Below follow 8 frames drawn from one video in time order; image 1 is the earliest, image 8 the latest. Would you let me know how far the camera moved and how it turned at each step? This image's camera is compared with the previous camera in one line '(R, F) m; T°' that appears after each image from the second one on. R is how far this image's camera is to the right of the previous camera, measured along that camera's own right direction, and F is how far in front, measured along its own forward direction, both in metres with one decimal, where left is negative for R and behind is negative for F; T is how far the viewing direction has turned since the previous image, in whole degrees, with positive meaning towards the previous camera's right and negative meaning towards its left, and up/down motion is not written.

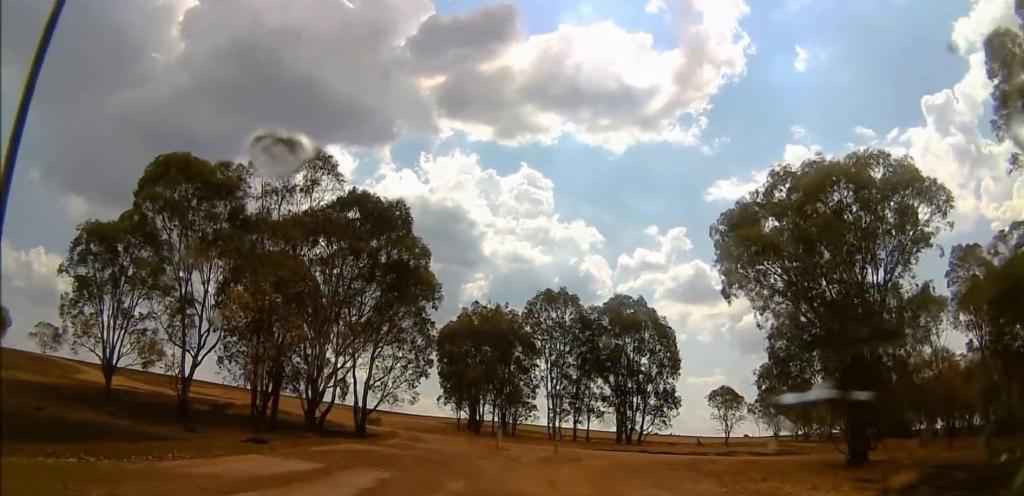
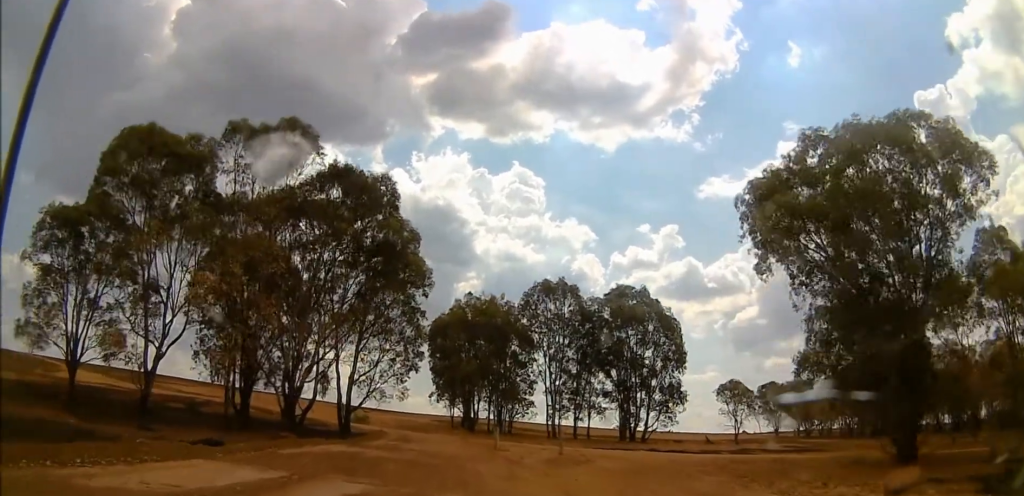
(+0.4, +3.7) m; +5°
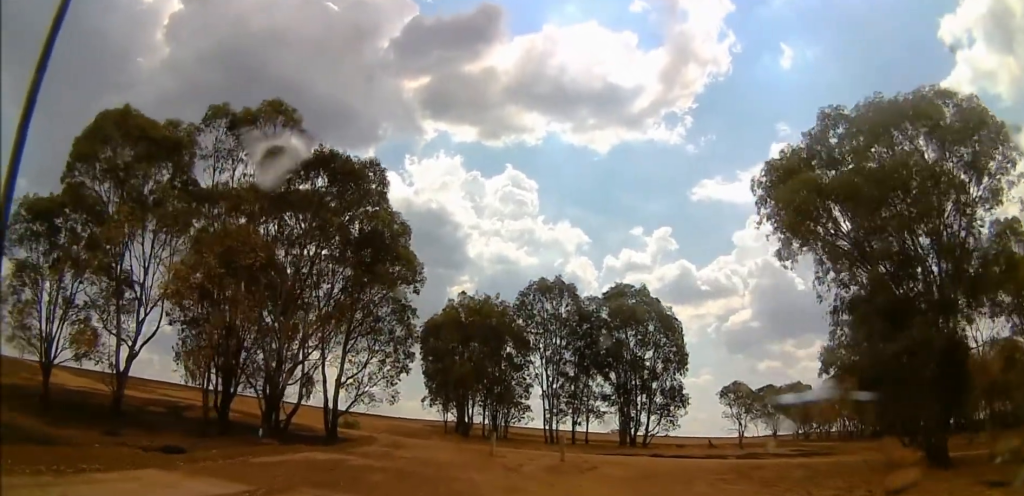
(+0.5, +2.2) m; +1°
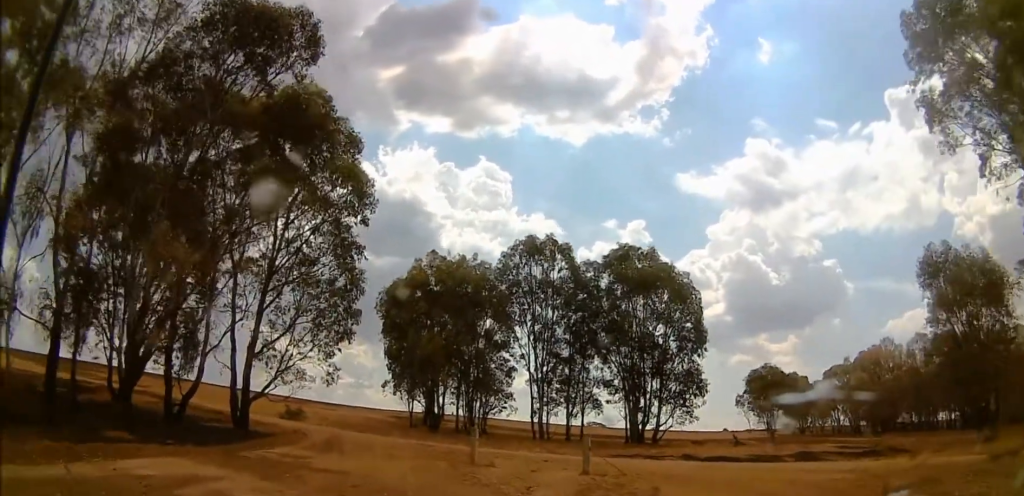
(-2.1, +10.4) m; +3°
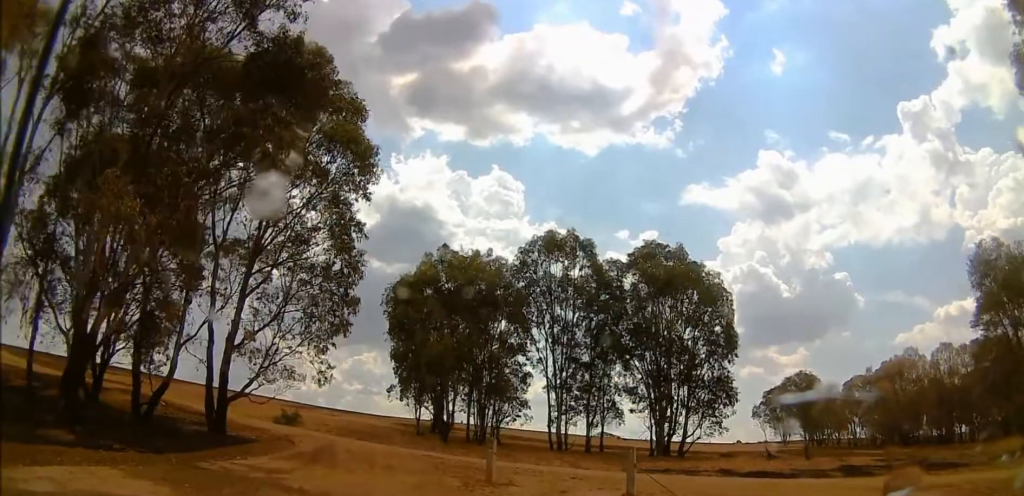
(+0.9, +2.5) m; +2°
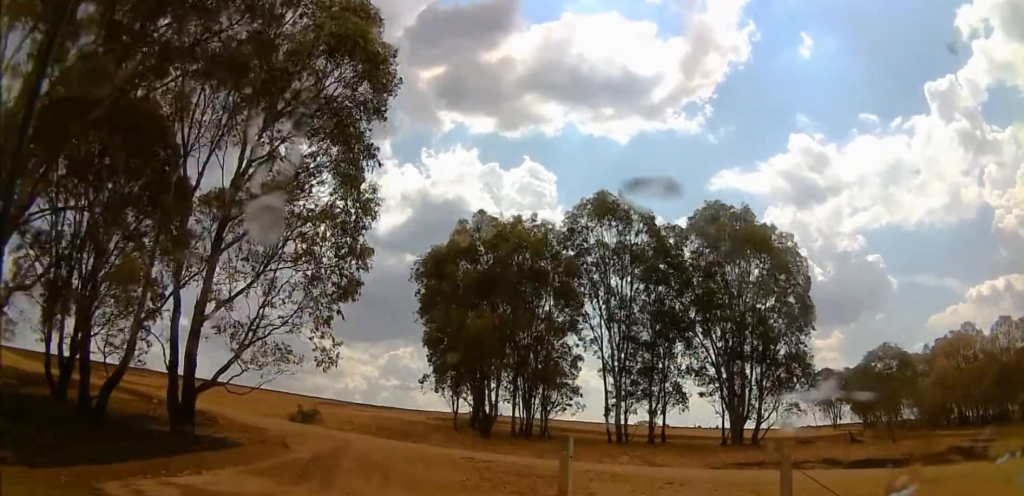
(-0.5, +5.1) m; -14°
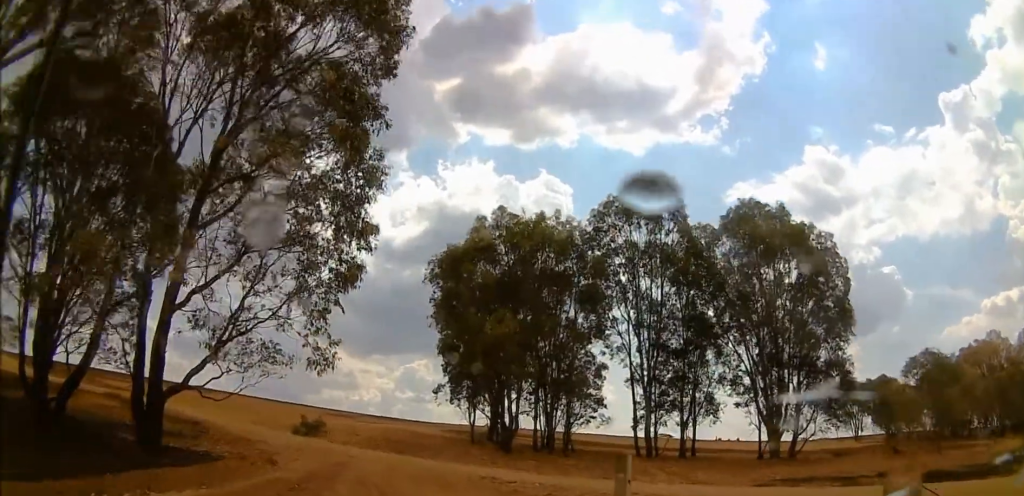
(-0.4, +3.2) m; -7°
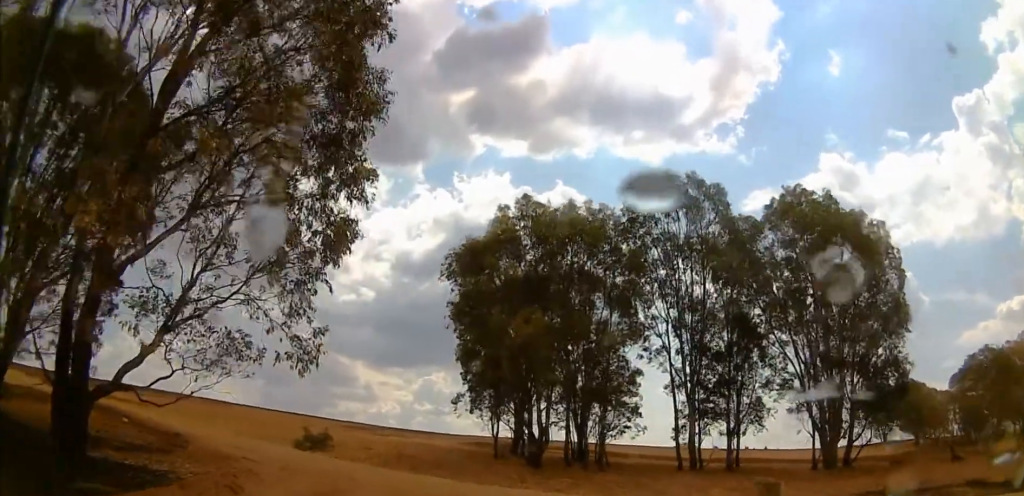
(0.0, +4.3) m; 0°
